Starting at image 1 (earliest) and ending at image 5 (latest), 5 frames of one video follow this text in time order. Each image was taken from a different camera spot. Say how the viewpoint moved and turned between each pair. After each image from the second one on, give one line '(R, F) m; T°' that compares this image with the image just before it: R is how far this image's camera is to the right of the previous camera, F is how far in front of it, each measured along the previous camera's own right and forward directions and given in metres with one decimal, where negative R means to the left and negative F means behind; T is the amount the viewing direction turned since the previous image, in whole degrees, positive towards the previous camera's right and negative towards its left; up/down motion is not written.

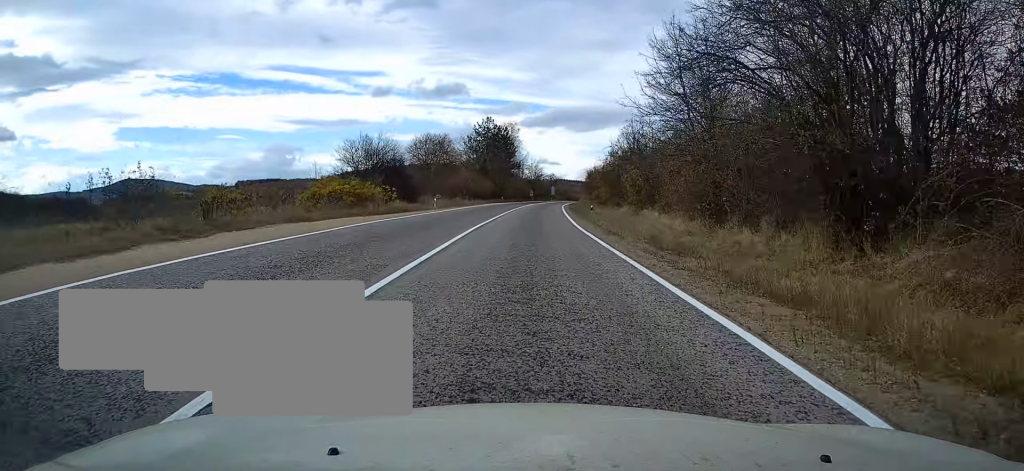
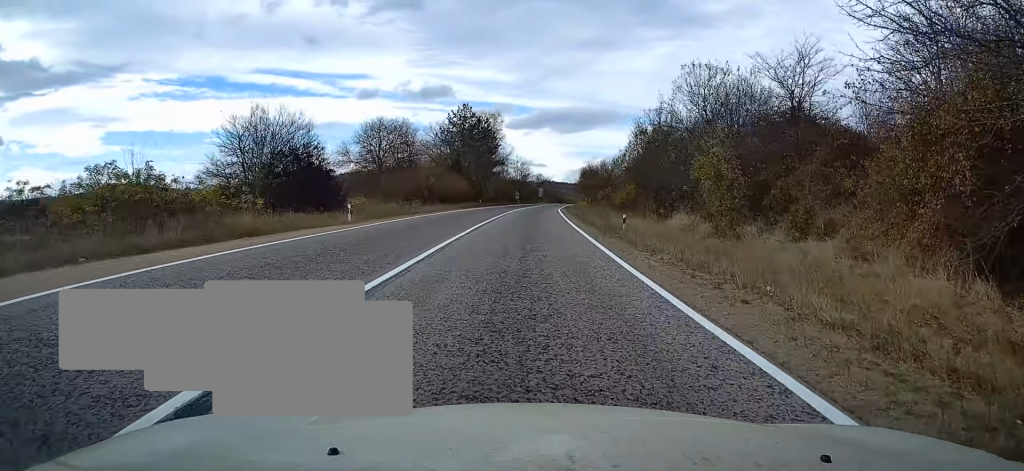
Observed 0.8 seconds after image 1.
(+0.3, +21.0) m; +1°
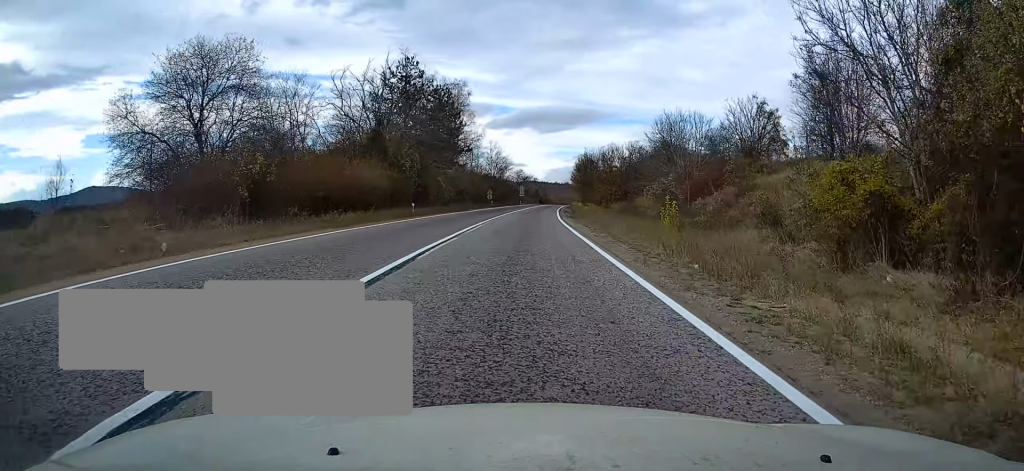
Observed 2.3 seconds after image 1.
(+0.3, +35.9) m; +2°
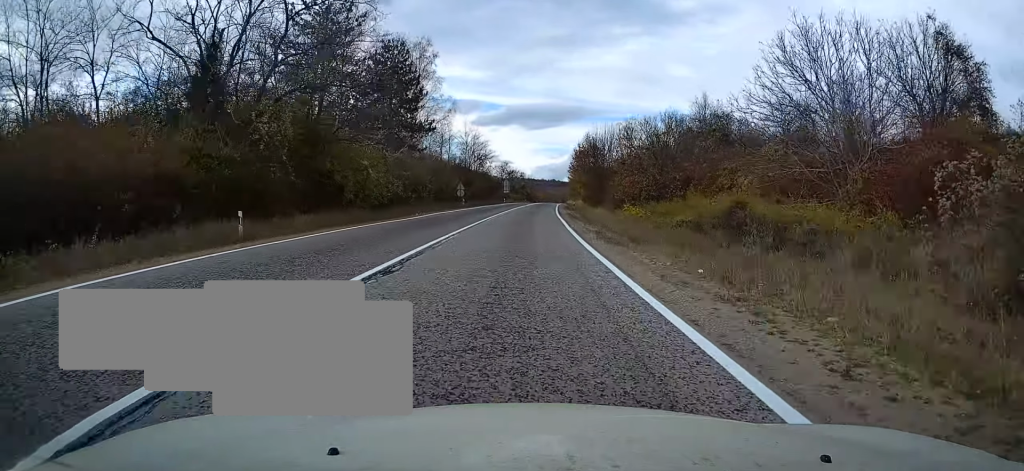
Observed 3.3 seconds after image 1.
(+0.5, +24.9) m; +2°
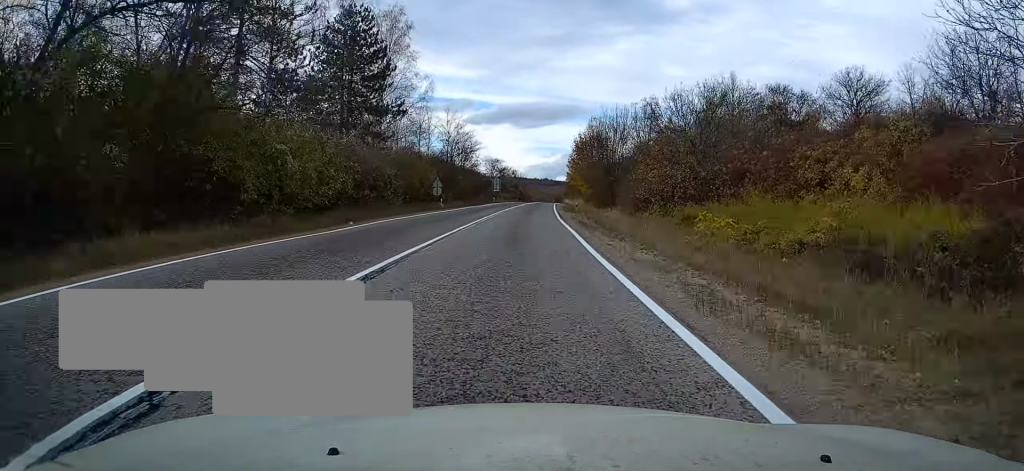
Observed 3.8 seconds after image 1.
(+0.2, +12.4) m; +1°
